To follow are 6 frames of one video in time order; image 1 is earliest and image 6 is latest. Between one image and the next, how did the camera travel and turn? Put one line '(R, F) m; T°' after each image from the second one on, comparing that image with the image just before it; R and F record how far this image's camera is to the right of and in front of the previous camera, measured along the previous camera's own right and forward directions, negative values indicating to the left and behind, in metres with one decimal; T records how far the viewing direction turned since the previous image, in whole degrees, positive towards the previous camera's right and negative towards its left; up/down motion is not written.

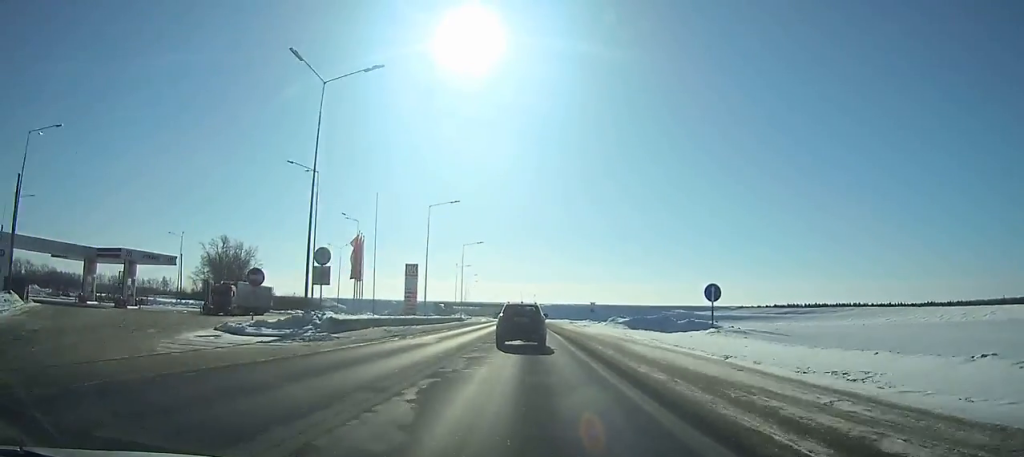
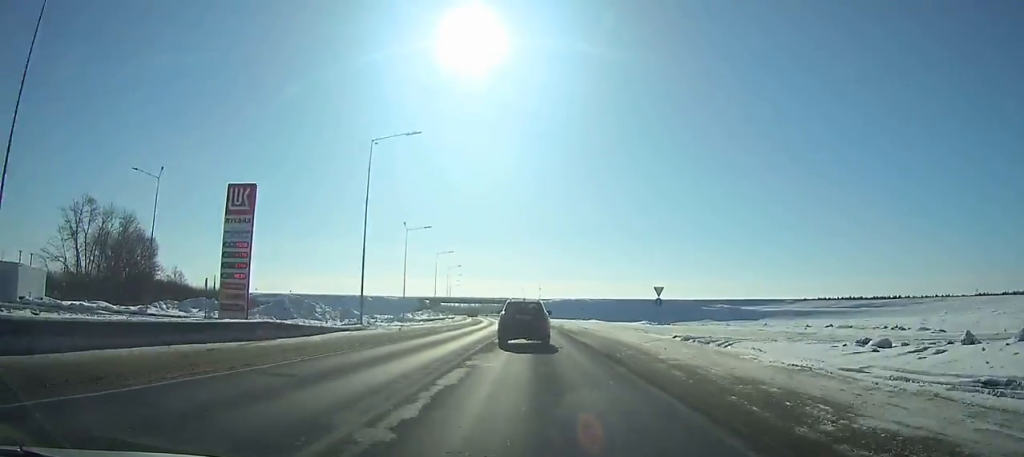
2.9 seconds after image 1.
(0.0, +55.6) m; 0°
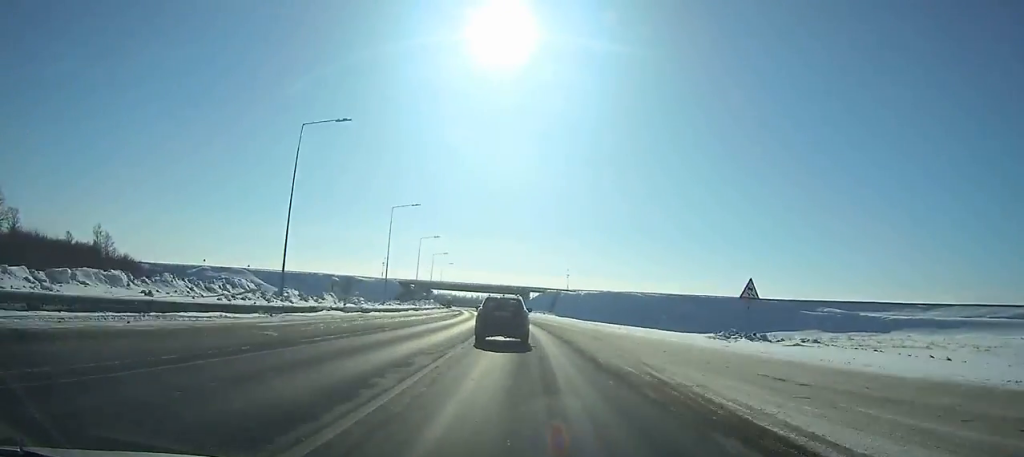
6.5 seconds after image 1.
(-0.5, +69.0) m; -2°
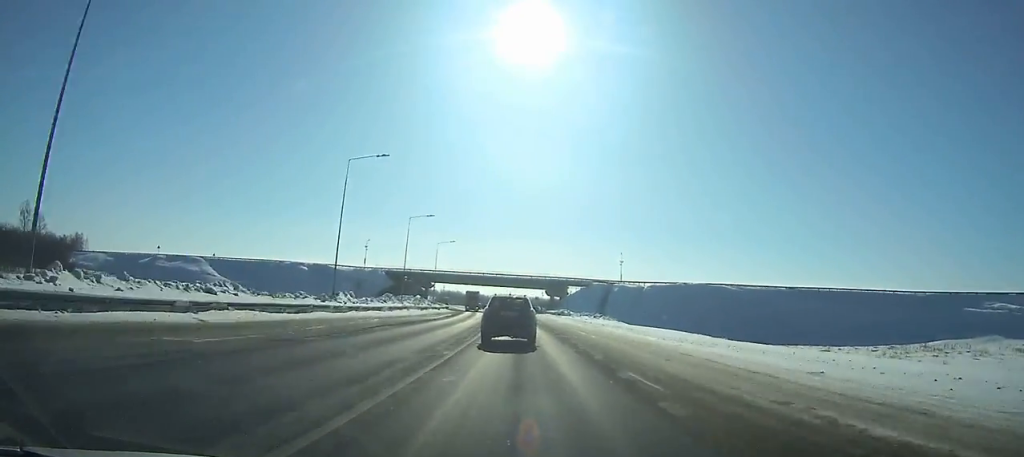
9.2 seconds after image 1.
(-1.4, +51.5) m; -3°
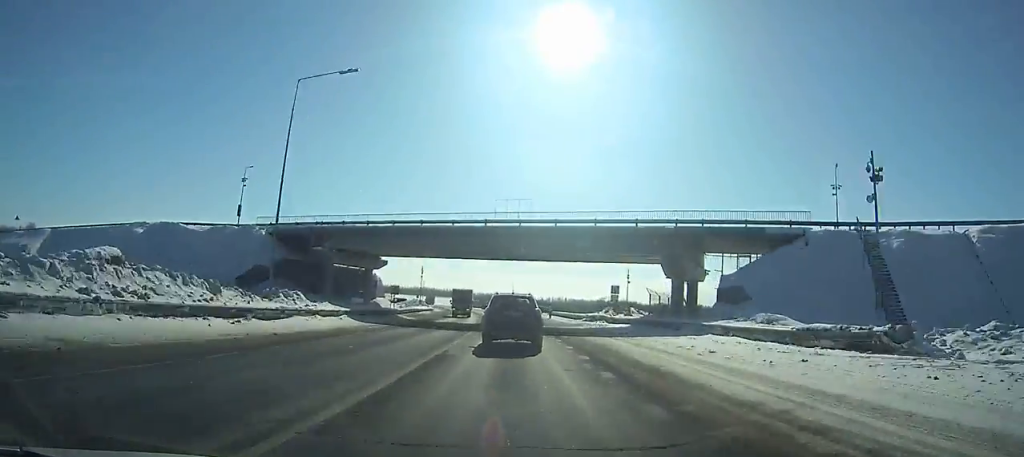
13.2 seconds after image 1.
(-2.8, +76.1) m; -4°
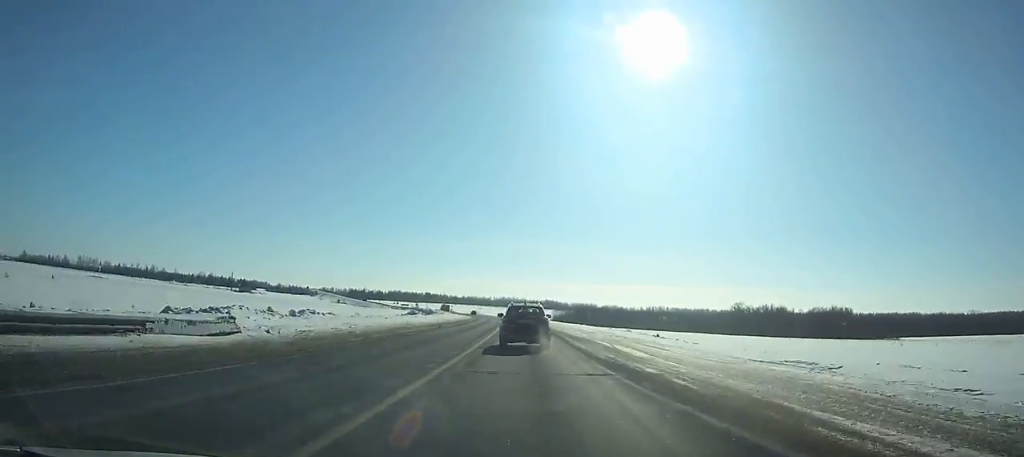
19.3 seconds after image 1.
(-8.1, +117.4) m; -8°
